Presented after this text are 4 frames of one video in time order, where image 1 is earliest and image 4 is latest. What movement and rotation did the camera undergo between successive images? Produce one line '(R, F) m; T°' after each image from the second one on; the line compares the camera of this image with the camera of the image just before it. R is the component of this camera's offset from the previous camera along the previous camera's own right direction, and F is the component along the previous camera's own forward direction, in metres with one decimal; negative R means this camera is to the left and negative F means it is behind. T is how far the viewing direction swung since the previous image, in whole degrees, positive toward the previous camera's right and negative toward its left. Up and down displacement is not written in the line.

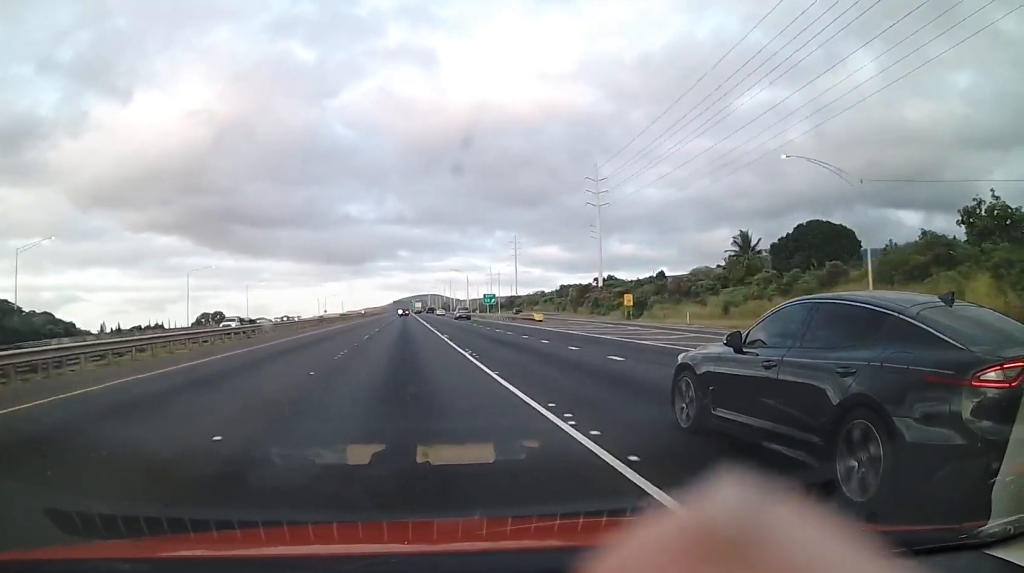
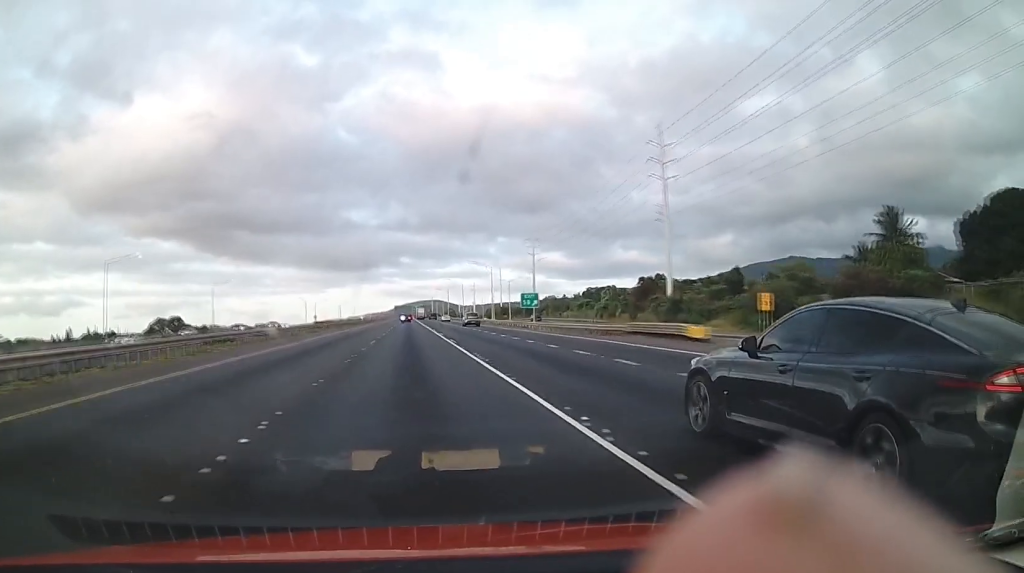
(0.0, +36.1) m; 0°
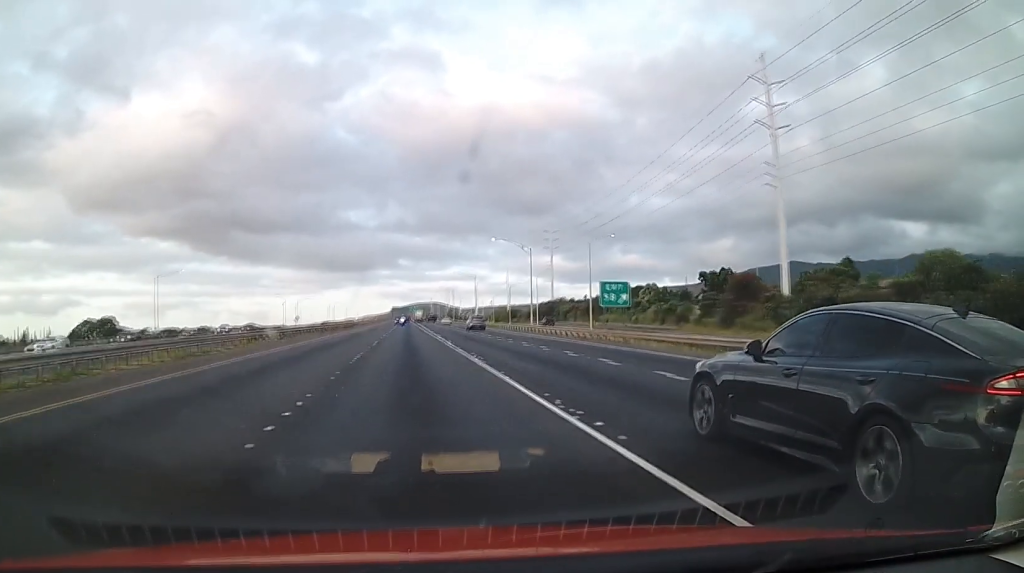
(-0.3, +34.6) m; 0°
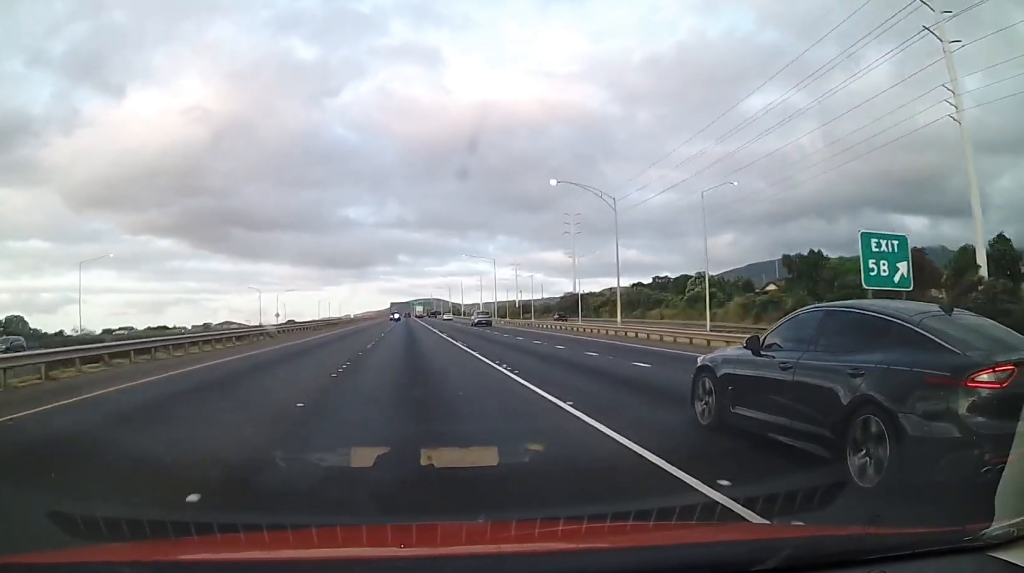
(+0.3, +29.6) m; +1°
